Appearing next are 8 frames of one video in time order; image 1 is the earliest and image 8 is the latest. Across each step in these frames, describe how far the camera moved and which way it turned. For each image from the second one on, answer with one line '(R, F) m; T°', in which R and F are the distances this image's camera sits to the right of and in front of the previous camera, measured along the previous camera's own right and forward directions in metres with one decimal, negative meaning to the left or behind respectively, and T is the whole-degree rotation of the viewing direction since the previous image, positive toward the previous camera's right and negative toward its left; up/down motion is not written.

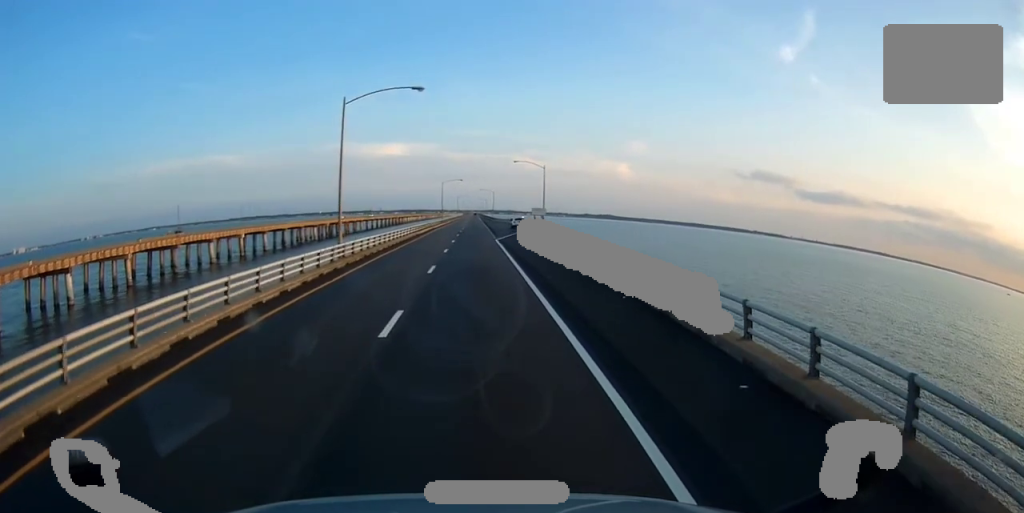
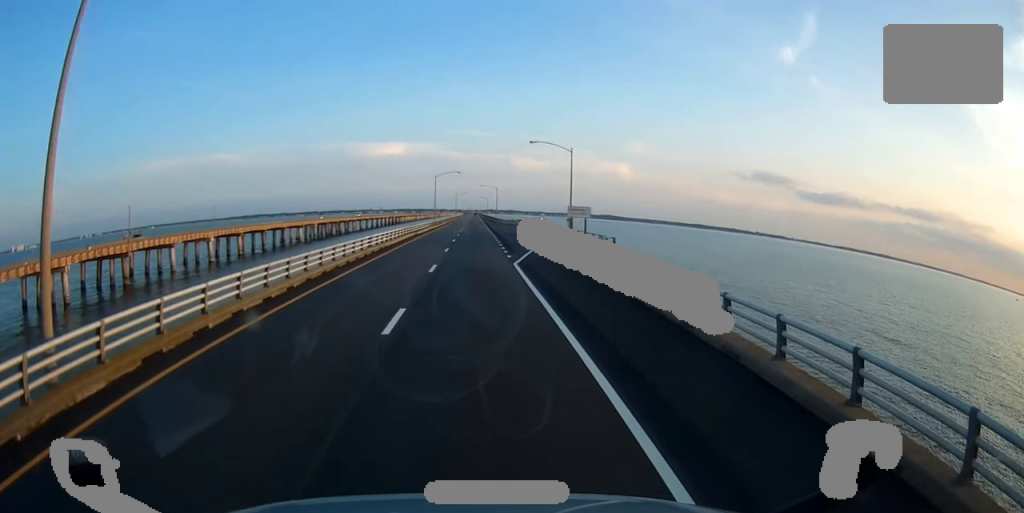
(+0.1, +23.7) m; 0°
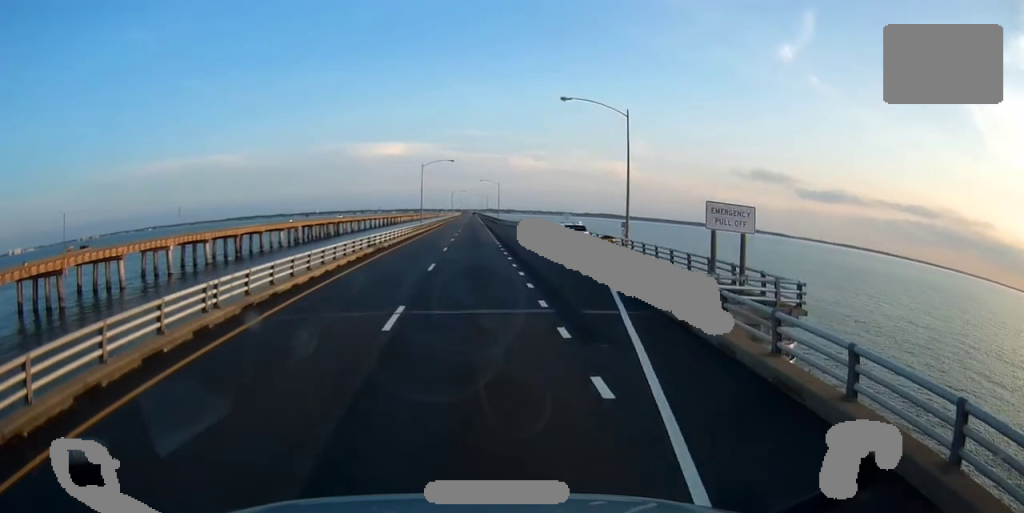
(-0.2, +23.7) m; -1°
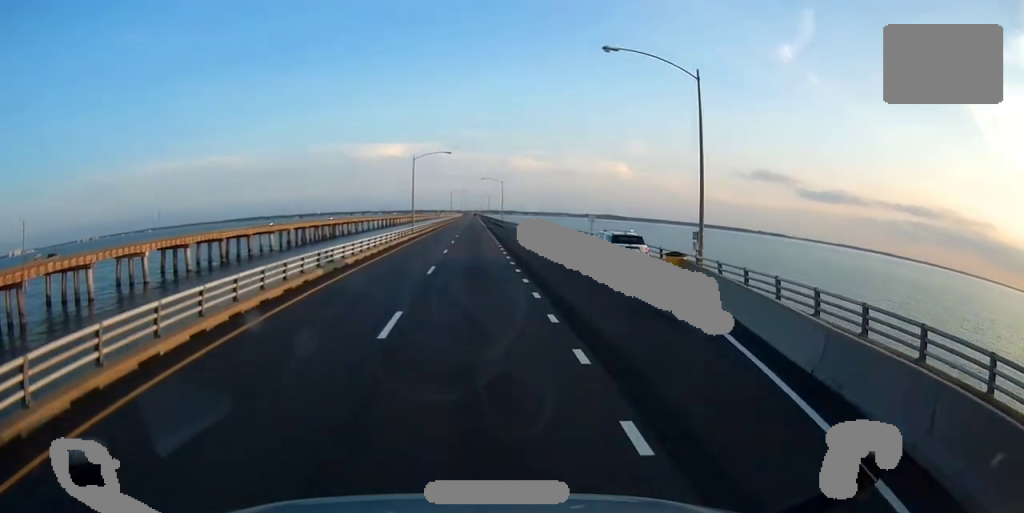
(-0.1, +12.8) m; 0°
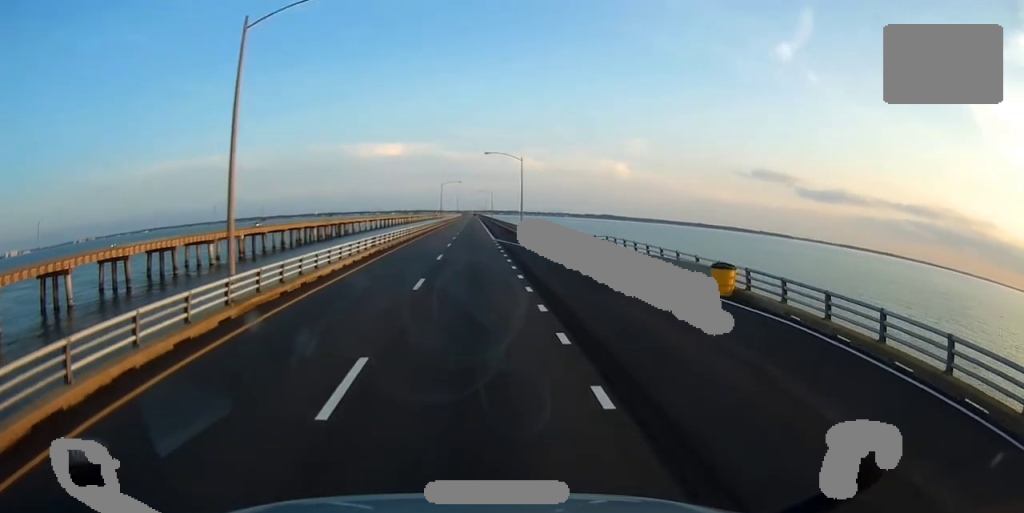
(+0.7, +53.3) m; +1°
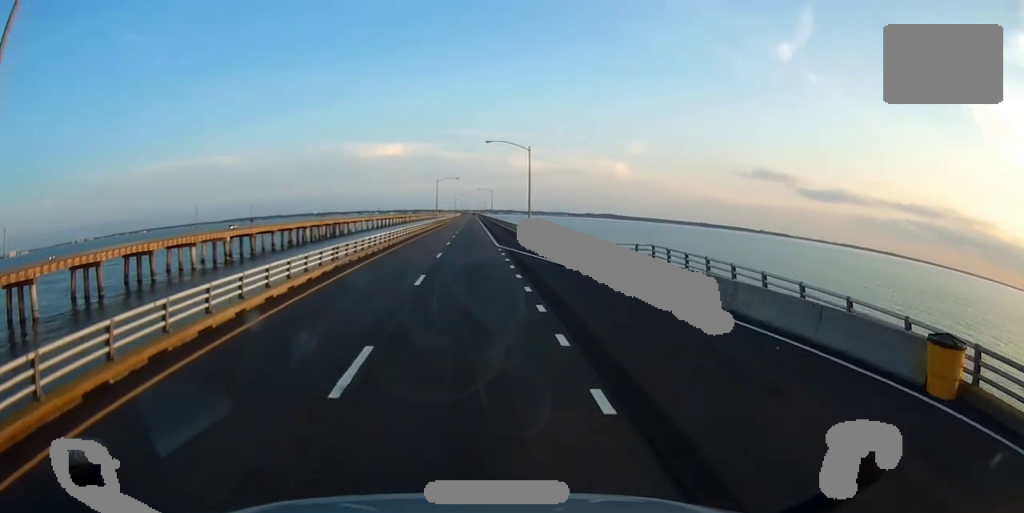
(+0.1, +10.9) m; 0°
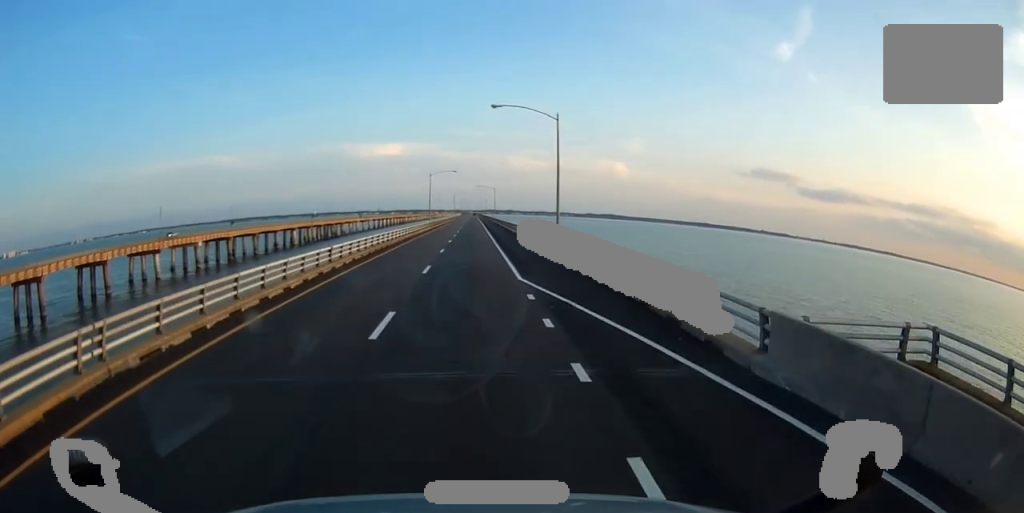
(-0.3, +20.8) m; 0°
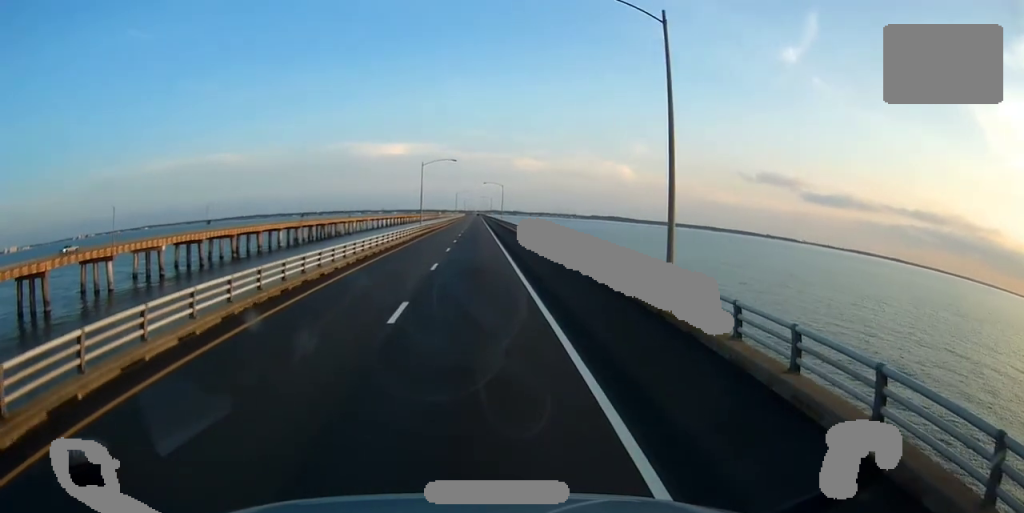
(0.0, +22.7) m; 0°
